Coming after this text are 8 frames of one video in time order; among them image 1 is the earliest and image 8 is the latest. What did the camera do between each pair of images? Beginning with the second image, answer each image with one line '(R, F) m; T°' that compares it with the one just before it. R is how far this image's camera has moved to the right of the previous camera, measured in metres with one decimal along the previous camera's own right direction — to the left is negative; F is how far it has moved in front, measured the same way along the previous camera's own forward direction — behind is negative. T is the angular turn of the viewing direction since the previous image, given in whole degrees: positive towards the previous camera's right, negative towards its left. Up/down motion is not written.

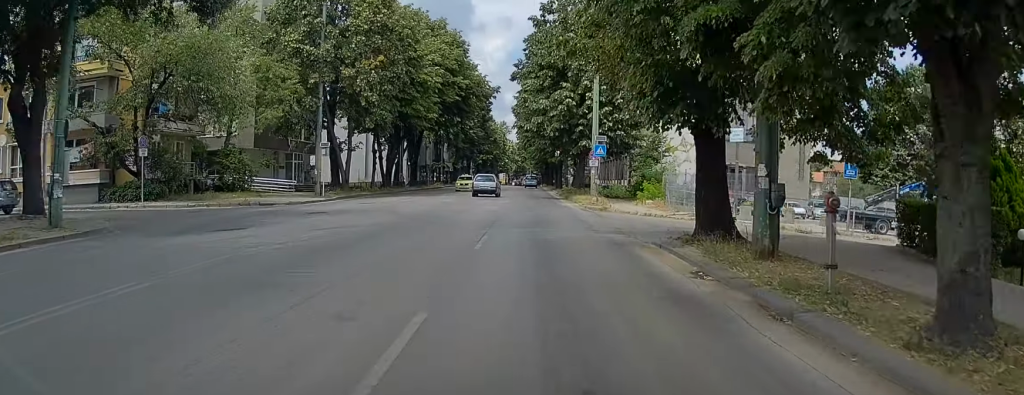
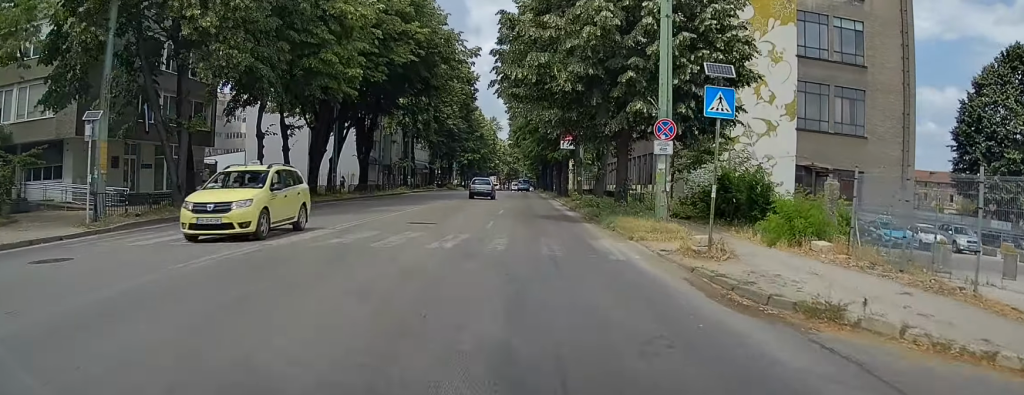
(+0.4, +23.8) m; +1°
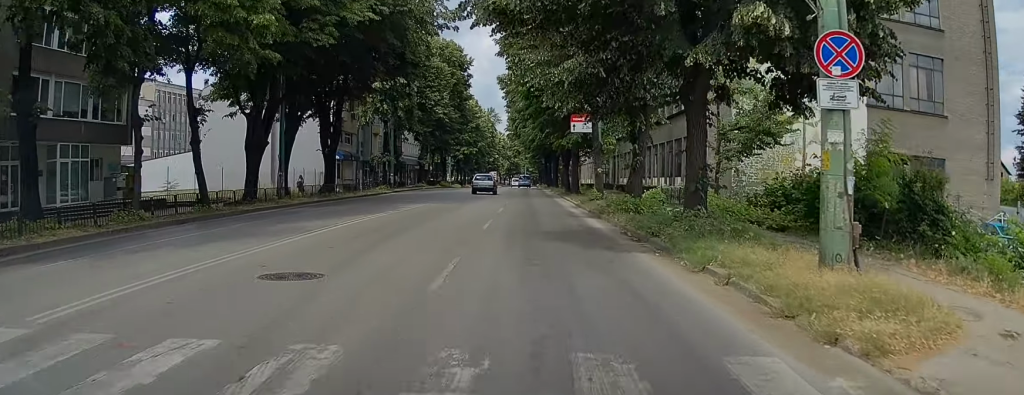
(-0.1, +11.6) m; -1°
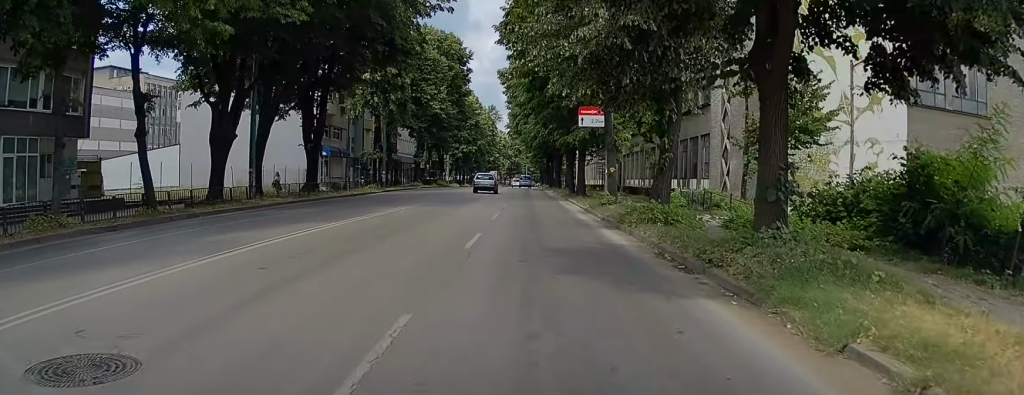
(0.0, +4.6) m; 0°
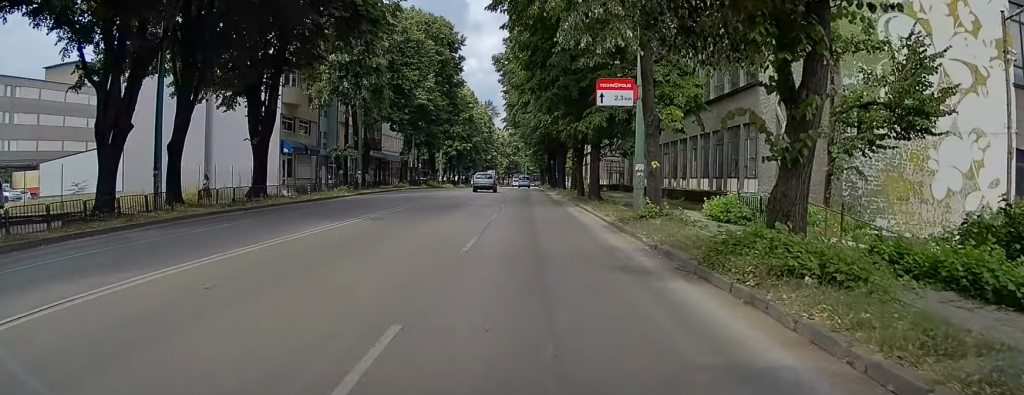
(-0.1, +9.7) m; 0°
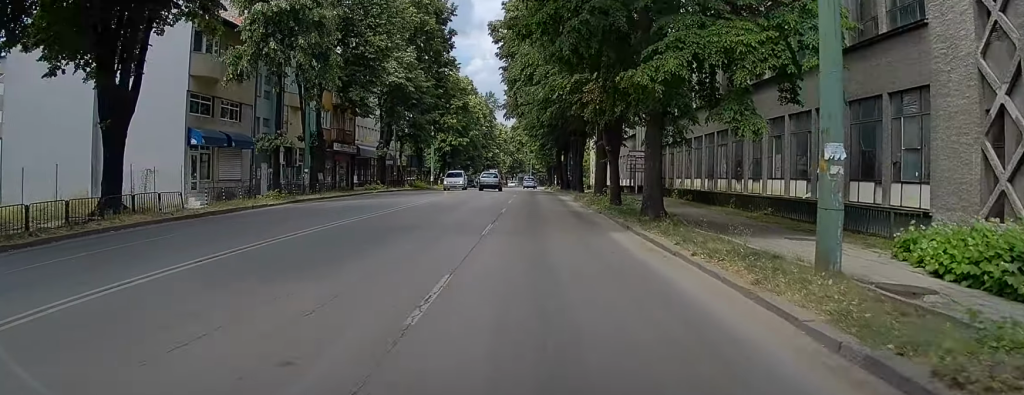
(+0.1, +15.1) m; 0°
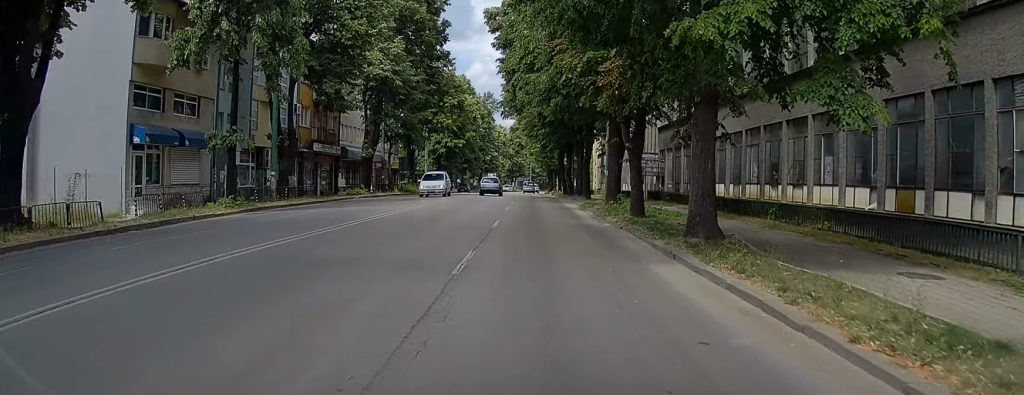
(-0.1, +5.7) m; 0°
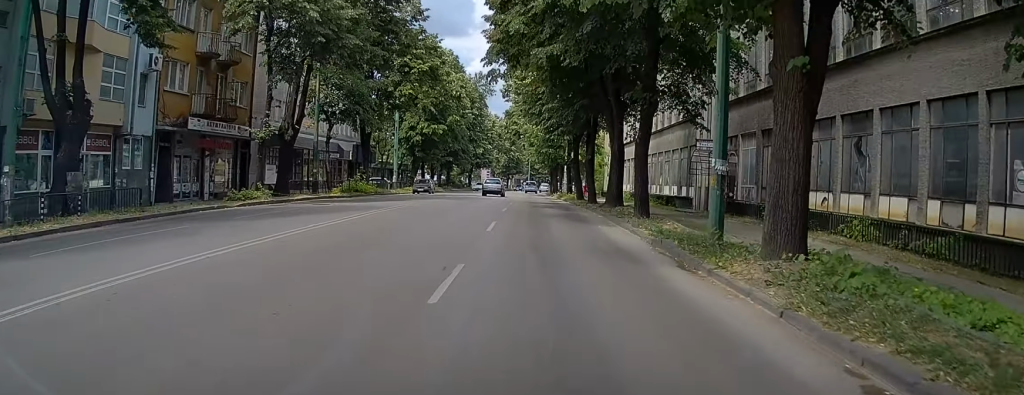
(+0.1, +20.8) m; +1°
